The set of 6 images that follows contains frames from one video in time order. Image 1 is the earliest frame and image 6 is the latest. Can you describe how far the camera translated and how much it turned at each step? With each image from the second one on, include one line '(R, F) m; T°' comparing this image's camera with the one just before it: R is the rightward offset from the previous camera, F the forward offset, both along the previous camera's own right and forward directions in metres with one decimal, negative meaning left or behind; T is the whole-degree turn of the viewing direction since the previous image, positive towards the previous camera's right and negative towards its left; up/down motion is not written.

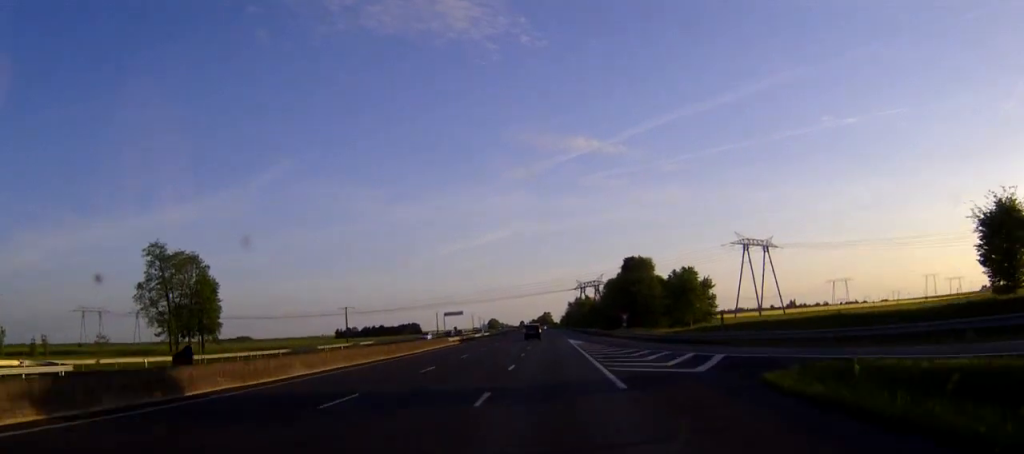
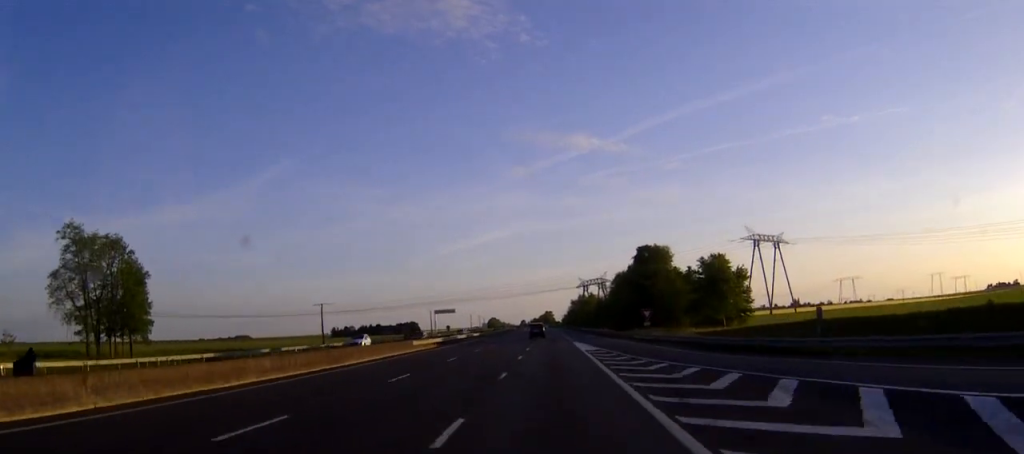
(0.0, +18.9) m; 0°
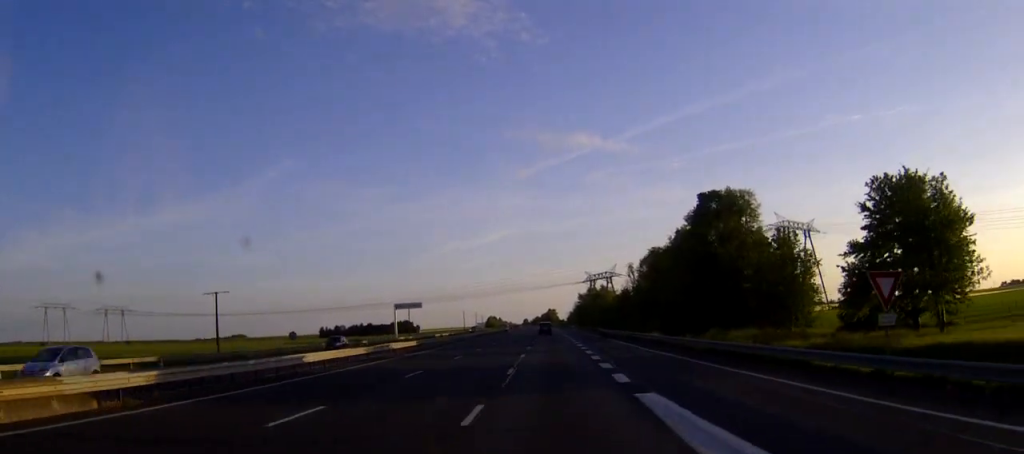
(0.0, +49.6) m; 0°
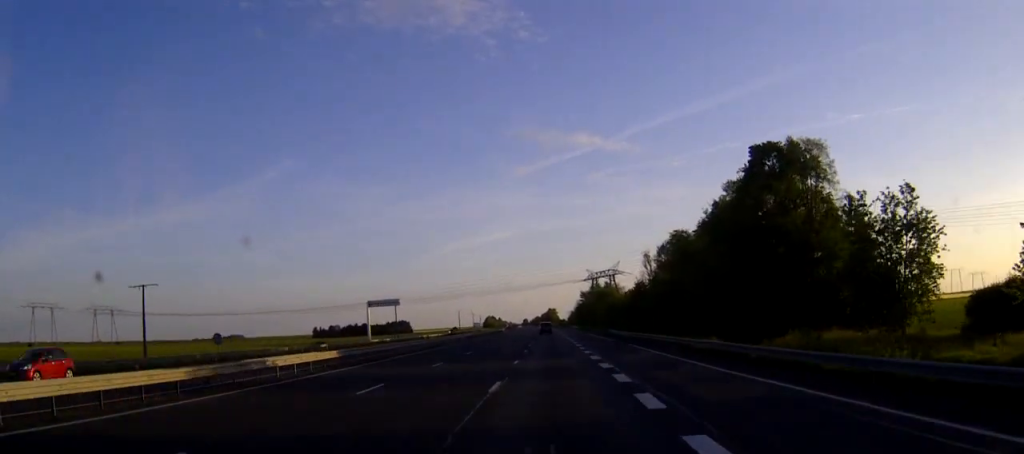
(0.0, +19.9) m; 0°
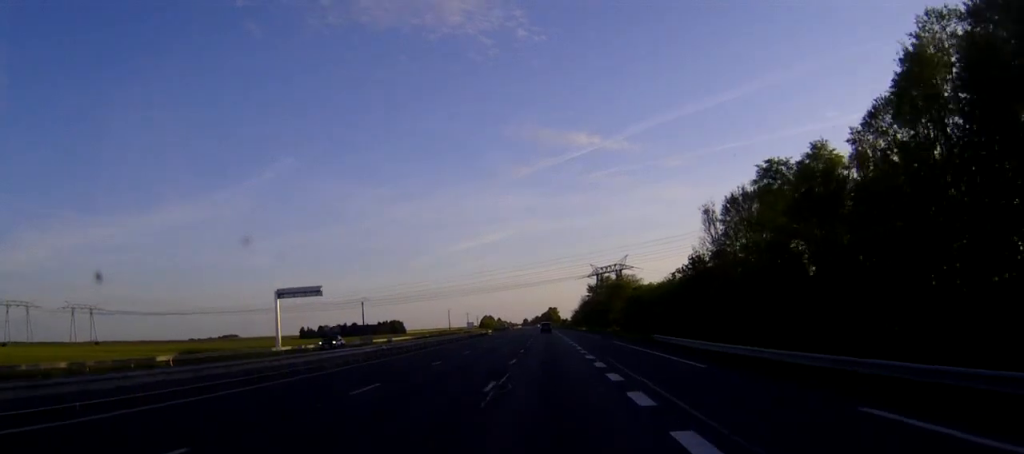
(-0.1, +38.8) m; 0°
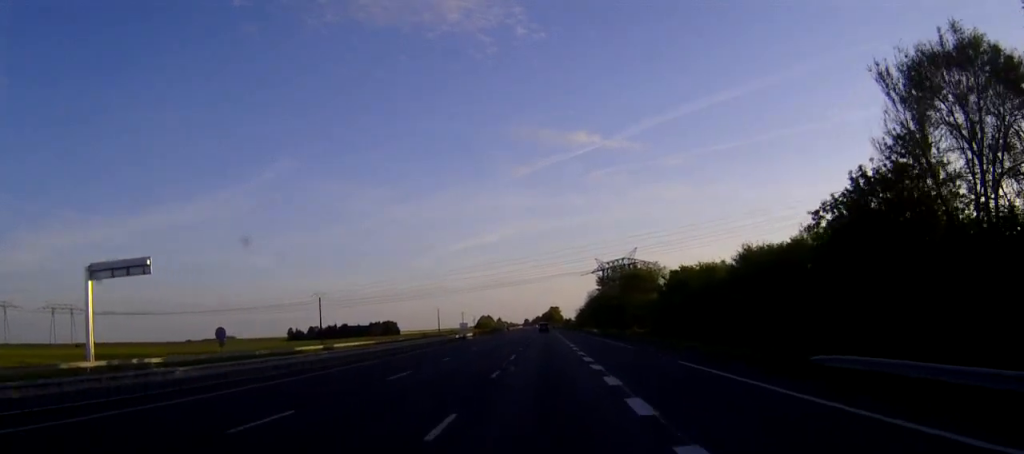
(0.0, +34.4) m; 0°
